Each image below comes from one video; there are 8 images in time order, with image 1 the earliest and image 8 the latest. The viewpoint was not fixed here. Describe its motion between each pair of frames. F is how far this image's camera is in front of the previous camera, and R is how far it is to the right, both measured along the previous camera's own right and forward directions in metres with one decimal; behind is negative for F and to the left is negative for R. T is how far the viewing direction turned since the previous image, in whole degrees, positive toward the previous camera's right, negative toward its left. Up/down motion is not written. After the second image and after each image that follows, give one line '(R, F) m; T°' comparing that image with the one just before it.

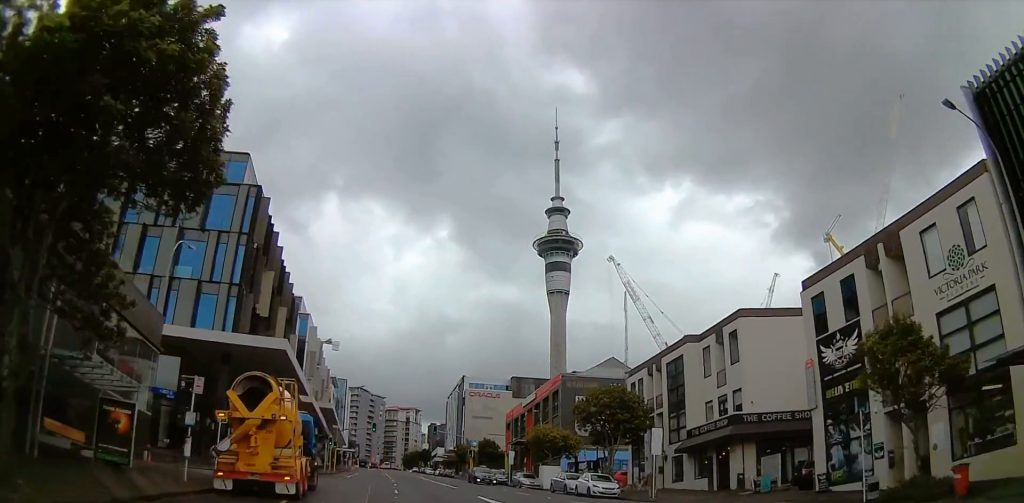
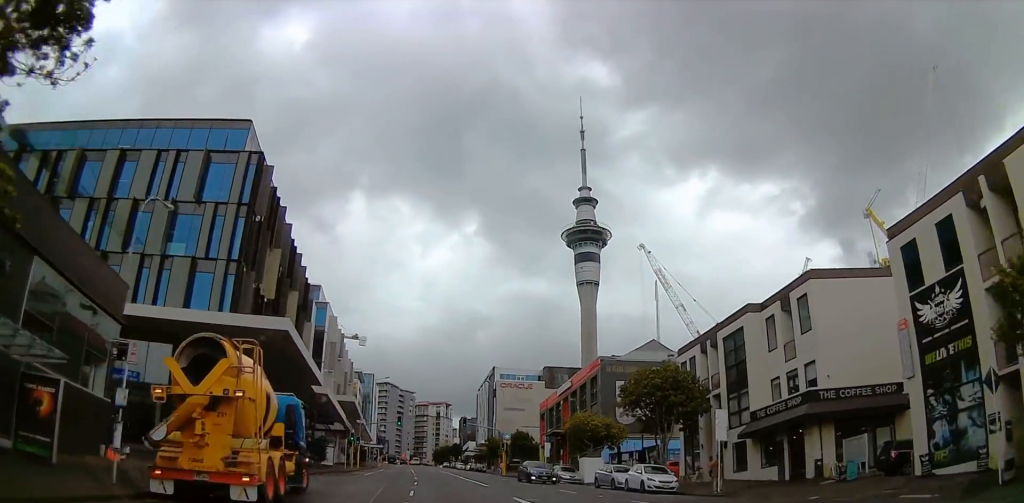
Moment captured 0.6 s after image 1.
(-0.2, +4.8) m; -2°
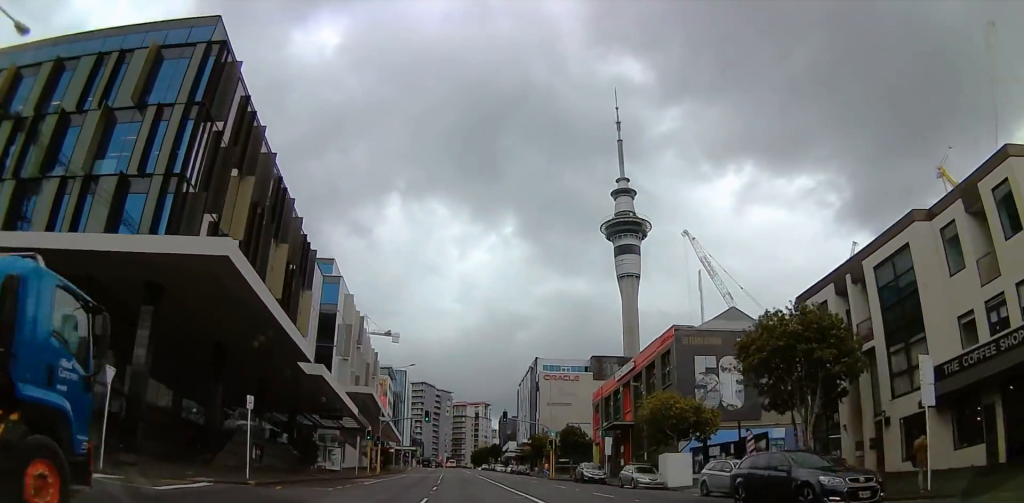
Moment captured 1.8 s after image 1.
(0.0, +12.6) m; -2°
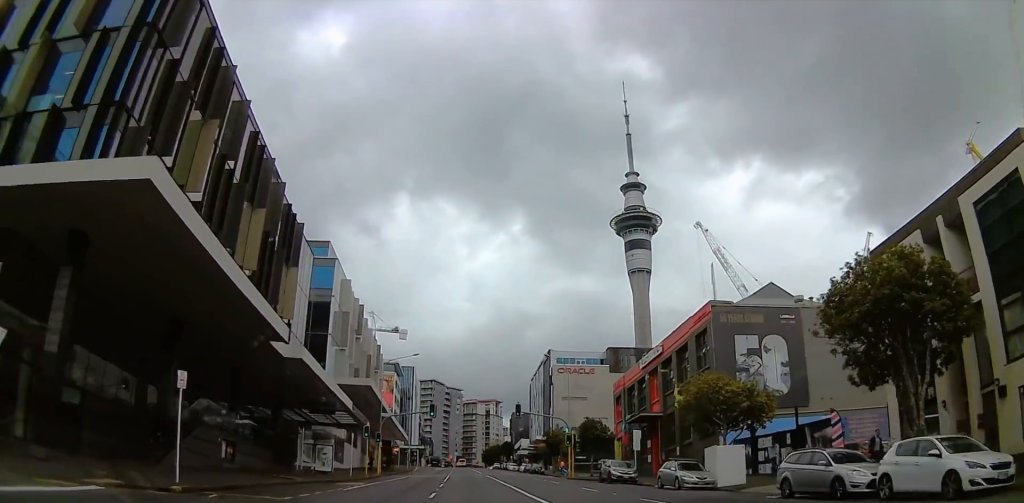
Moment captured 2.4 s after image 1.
(+0.2, +5.9) m; -3°
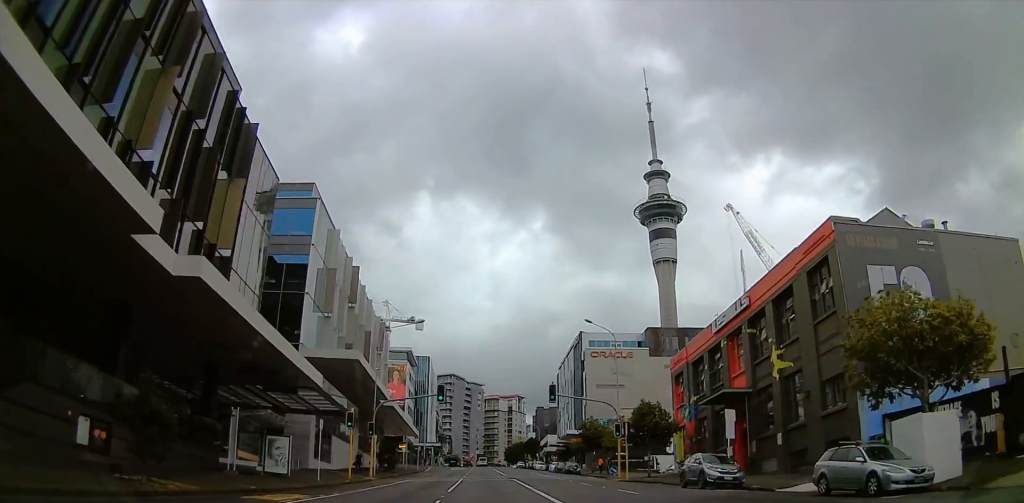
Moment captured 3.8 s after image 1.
(-1.5, +14.2) m; -8°
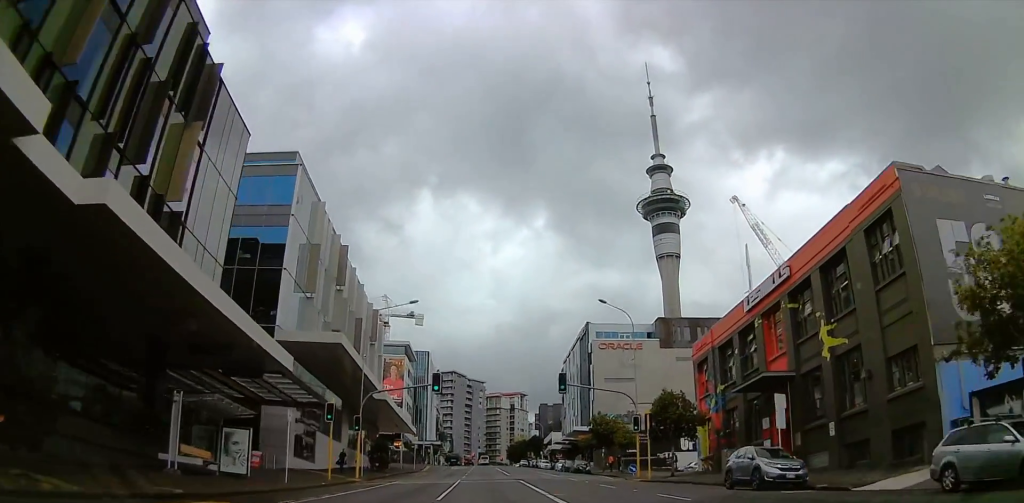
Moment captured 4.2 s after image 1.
(-0.4, +5.7) m; 0°
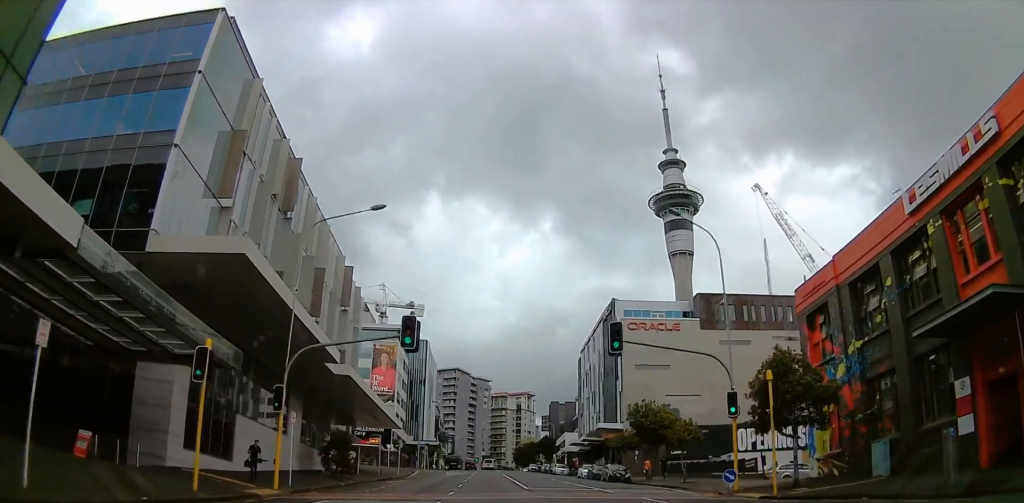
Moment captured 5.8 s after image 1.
(+1.0, +17.3) m; +3°
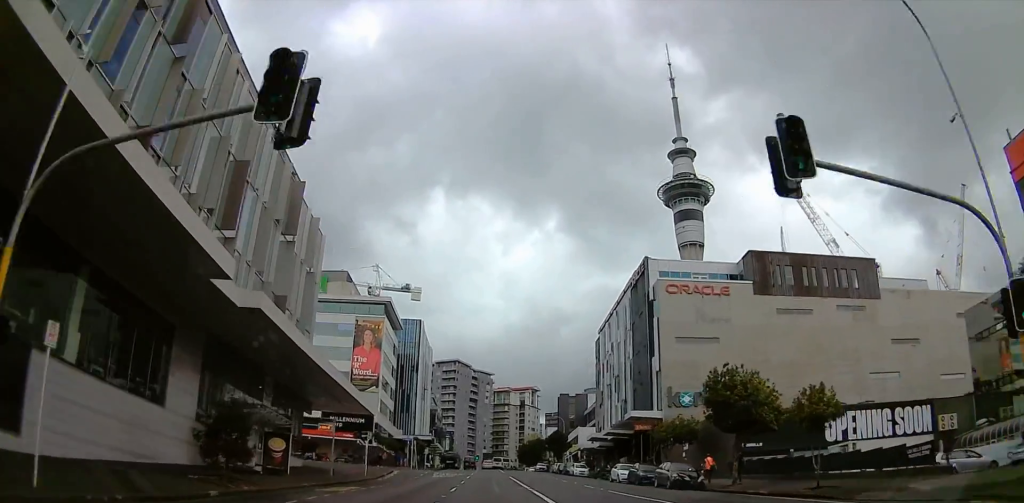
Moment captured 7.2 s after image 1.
(-1.0, +17.4) m; -3°
